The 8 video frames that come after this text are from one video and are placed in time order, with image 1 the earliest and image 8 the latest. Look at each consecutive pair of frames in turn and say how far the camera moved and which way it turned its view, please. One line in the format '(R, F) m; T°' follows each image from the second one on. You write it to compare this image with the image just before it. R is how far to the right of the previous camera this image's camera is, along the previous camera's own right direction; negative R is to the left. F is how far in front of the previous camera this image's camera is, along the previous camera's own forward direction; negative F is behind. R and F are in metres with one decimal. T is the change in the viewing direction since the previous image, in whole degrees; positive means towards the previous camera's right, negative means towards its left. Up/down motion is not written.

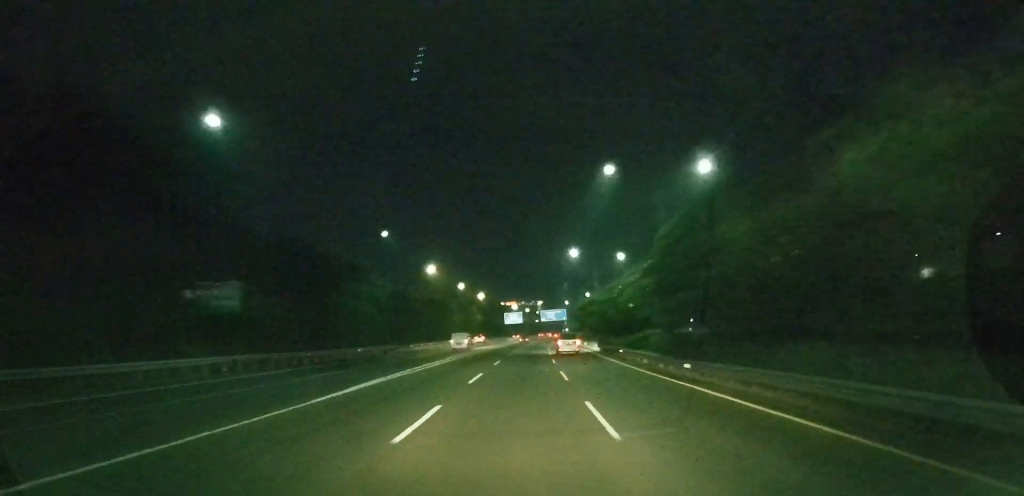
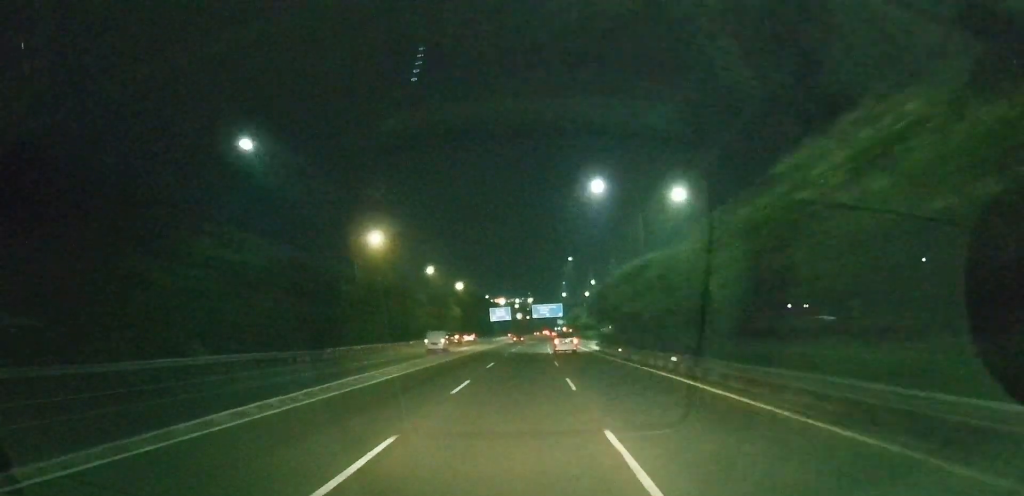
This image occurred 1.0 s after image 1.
(+0.2, +30.5) m; +1°
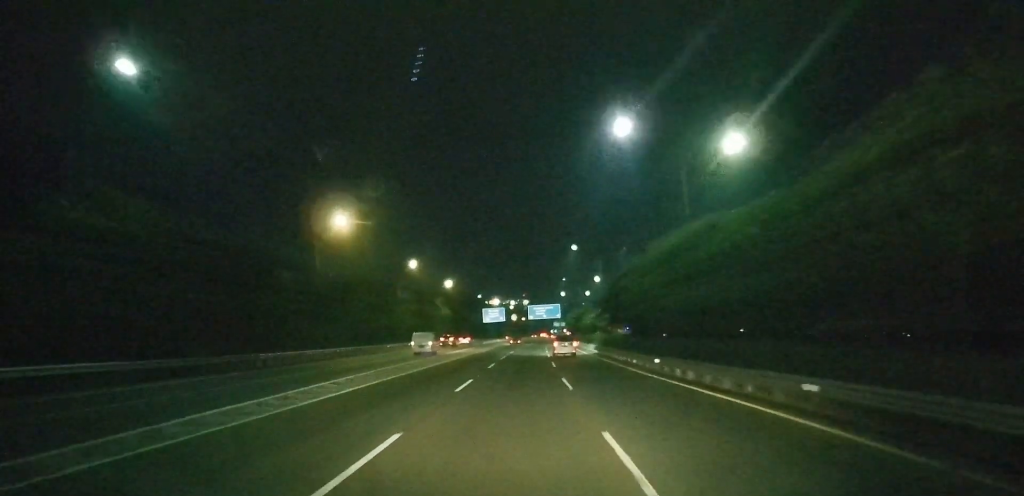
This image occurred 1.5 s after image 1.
(0.0, +12.8) m; 0°
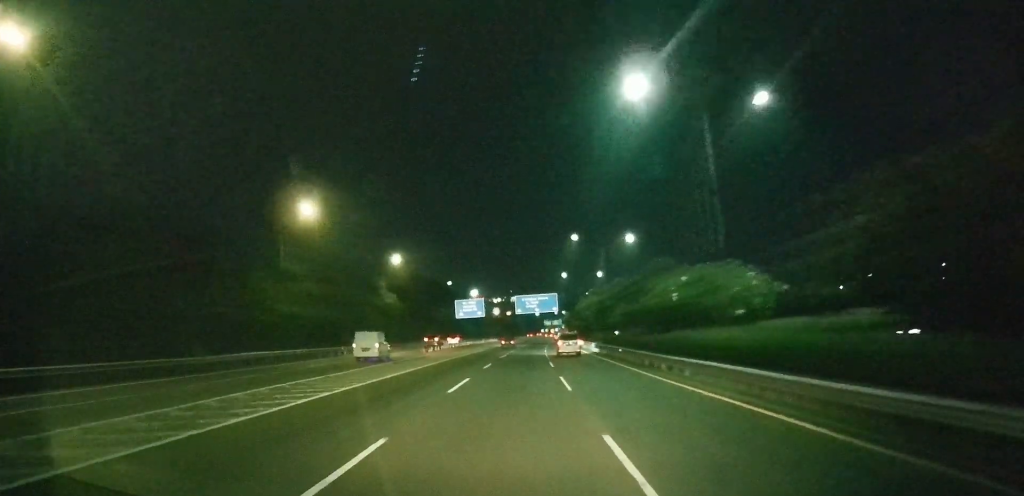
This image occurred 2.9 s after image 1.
(+0.5, +41.5) m; +1°
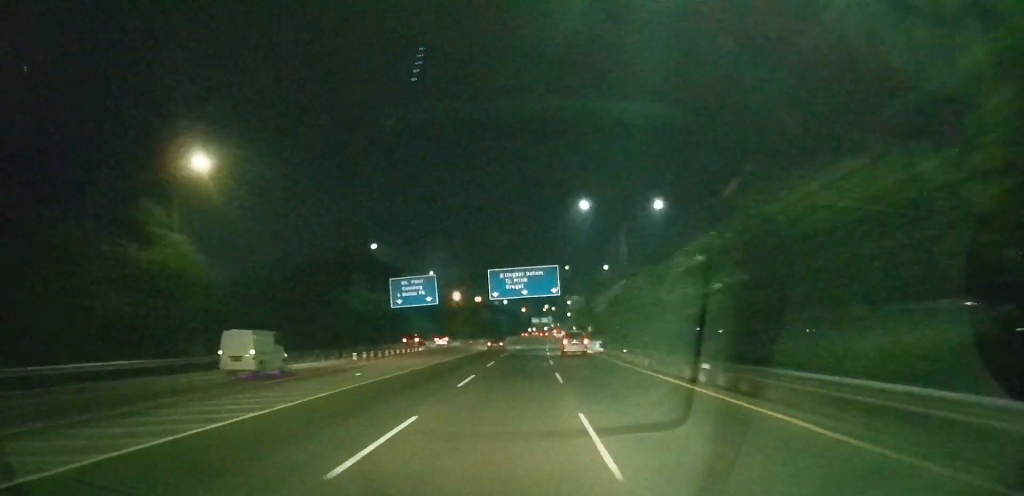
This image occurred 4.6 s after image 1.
(+0.5, +51.9) m; +1°
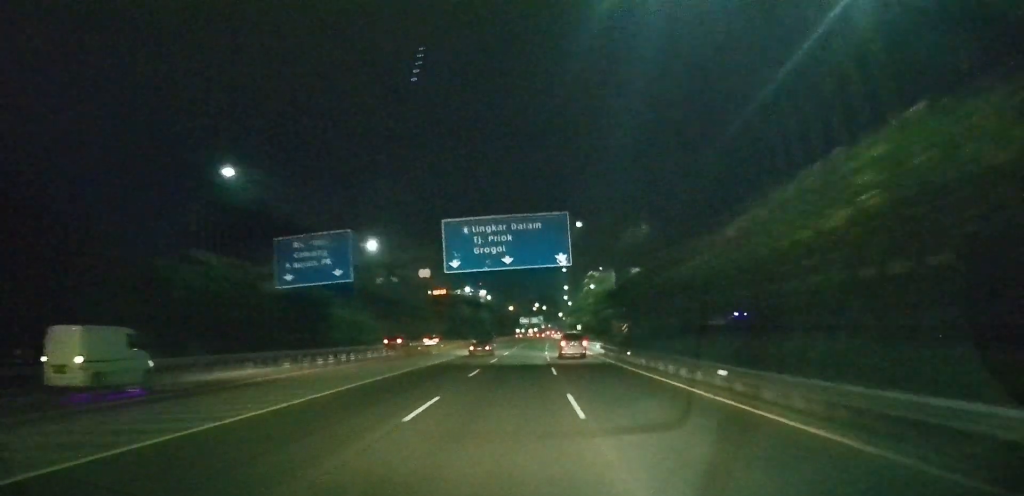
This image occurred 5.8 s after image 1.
(+0.4, +37.1) m; +1°
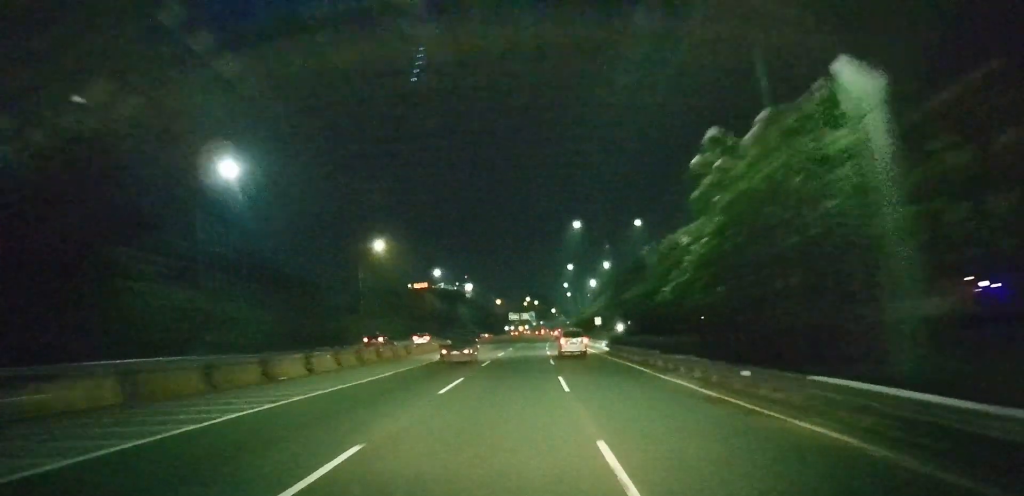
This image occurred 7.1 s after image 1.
(+0.5, +41.4) m; +1°
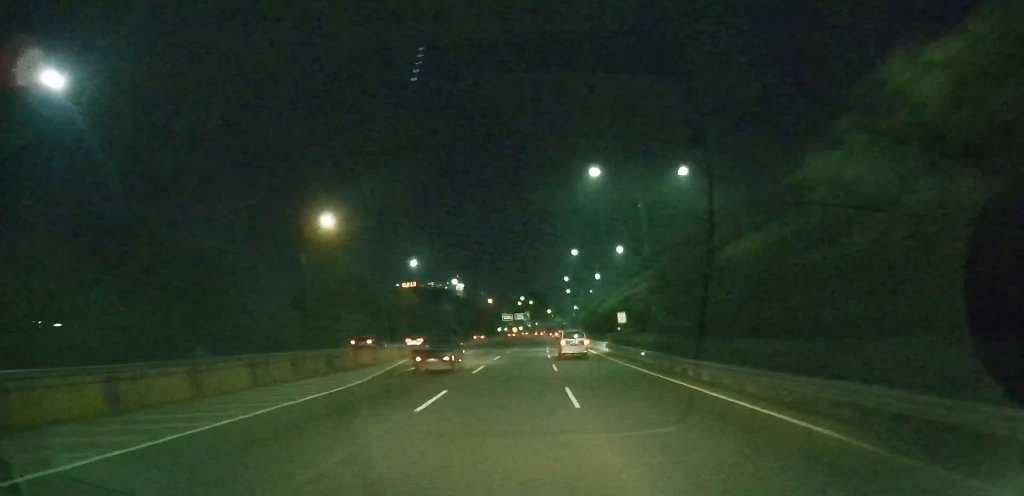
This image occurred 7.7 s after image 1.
(0.0, +21.5) m; 0°
